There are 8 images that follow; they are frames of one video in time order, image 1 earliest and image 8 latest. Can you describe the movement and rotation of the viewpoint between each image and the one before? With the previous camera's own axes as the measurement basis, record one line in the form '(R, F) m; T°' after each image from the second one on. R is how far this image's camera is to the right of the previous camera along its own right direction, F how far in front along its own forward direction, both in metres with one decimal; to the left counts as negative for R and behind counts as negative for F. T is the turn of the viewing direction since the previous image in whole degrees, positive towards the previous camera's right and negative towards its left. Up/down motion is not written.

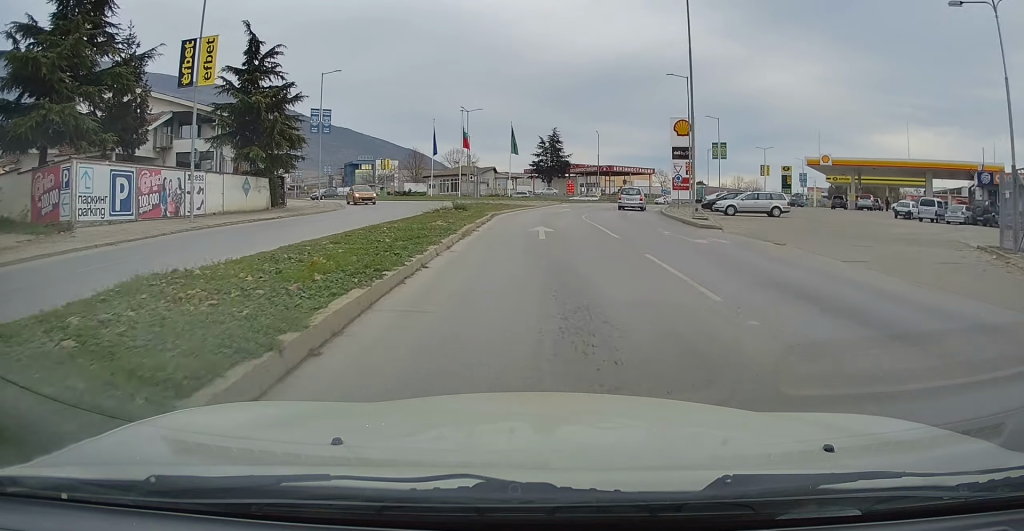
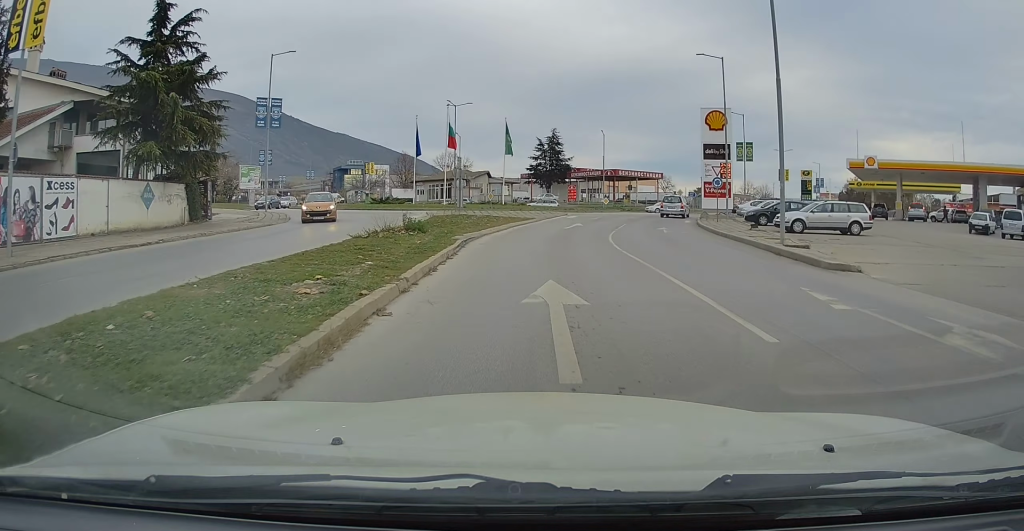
(0.0, +10.2) m; 0°
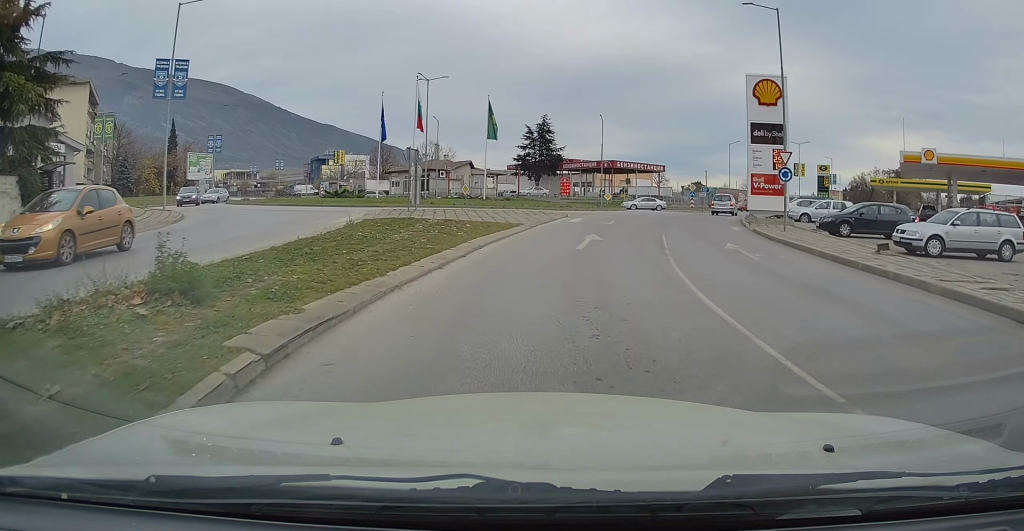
(0.0, +11.2) m; 0°
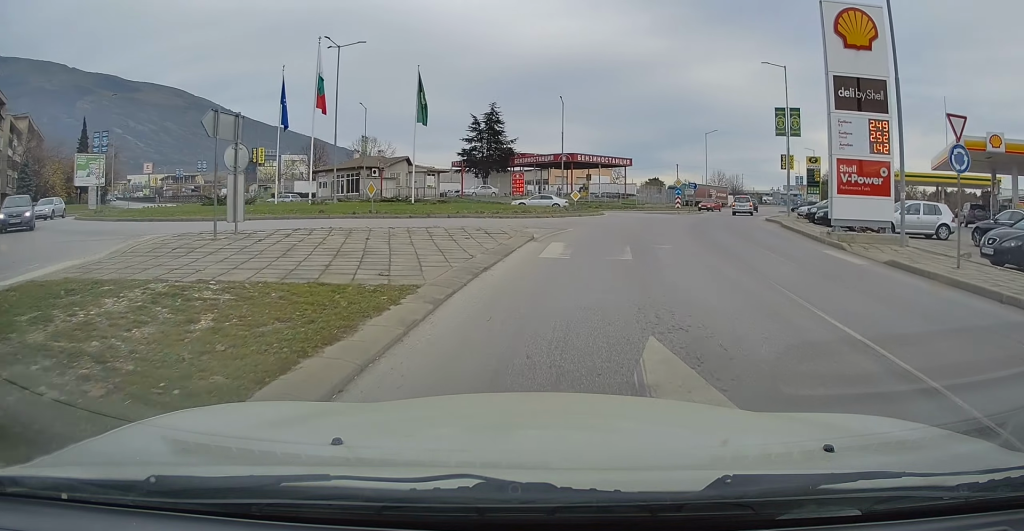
(0.0, +13.3) m; +2°
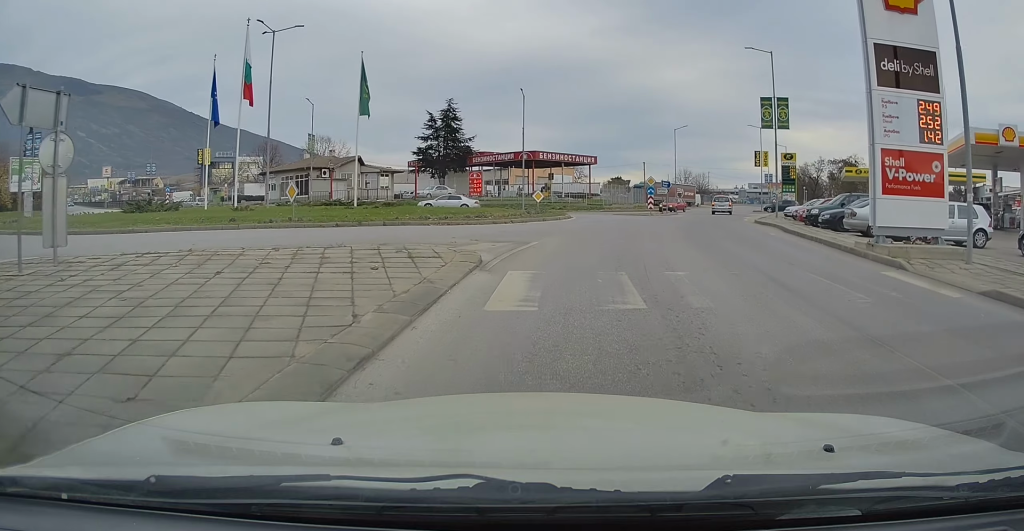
(+0.1, +4.8) m; +4°
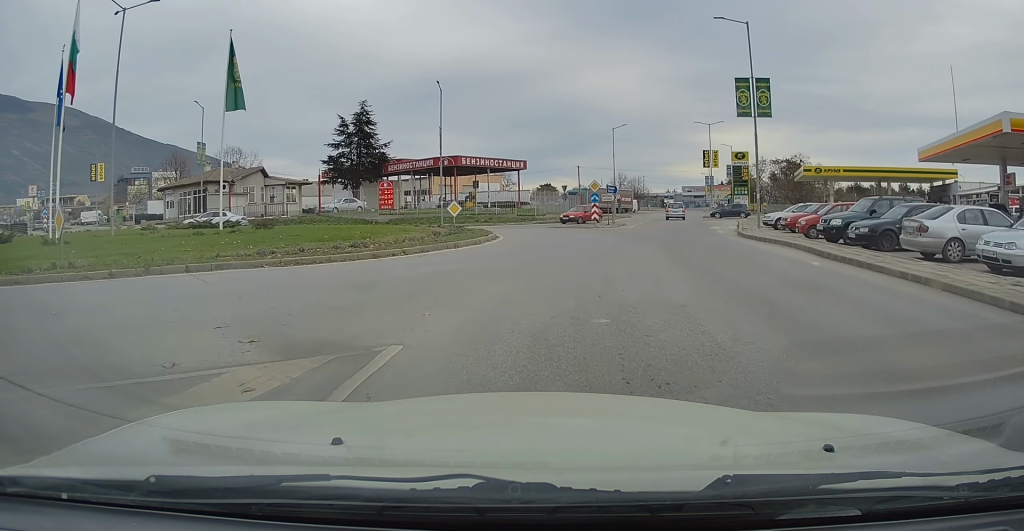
(+0.9, +8.6) m; +10°
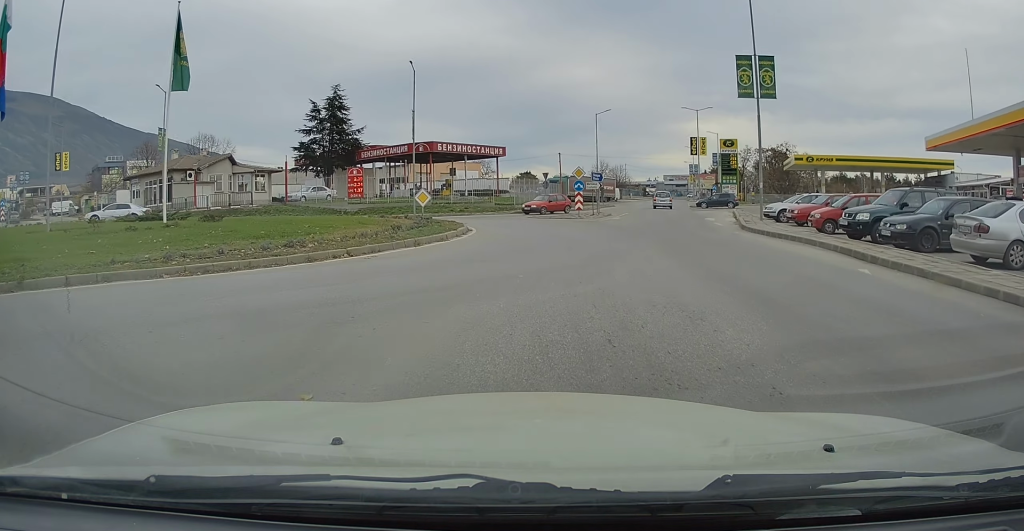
(+0.1, +3.1) m; +2°
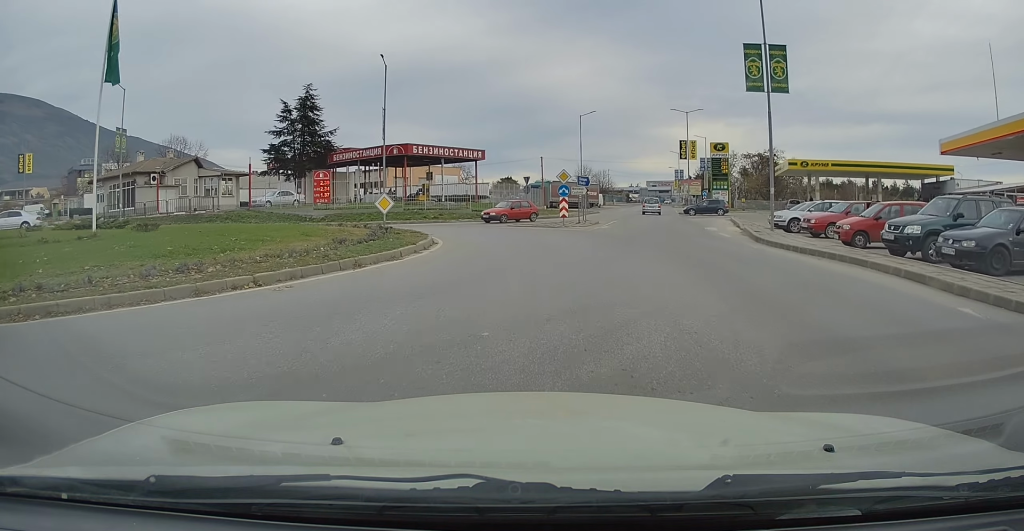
(0.0, +3.5) m; 0°
